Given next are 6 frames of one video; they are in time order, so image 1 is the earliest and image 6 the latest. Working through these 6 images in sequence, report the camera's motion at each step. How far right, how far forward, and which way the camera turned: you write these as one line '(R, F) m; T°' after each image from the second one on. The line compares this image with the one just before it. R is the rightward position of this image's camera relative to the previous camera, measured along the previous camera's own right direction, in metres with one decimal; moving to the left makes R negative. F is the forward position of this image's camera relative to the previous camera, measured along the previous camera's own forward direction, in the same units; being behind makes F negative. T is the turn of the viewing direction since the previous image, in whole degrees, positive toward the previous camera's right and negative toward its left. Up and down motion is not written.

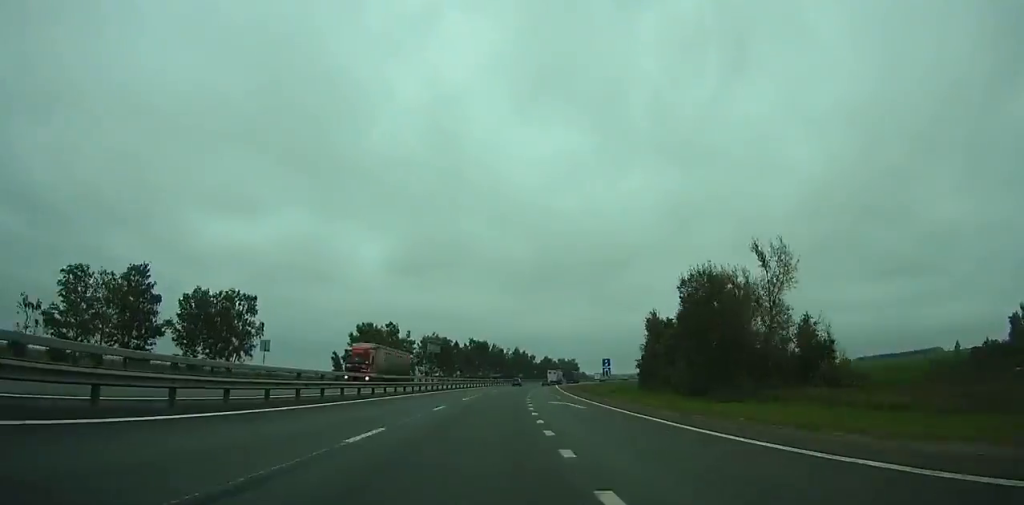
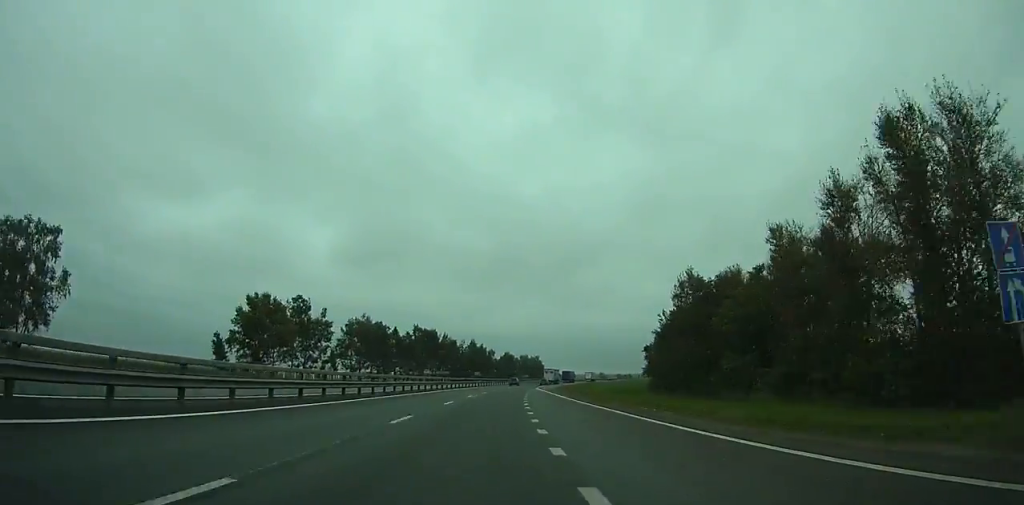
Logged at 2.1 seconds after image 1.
(+1.5, +55.1) m; +4°
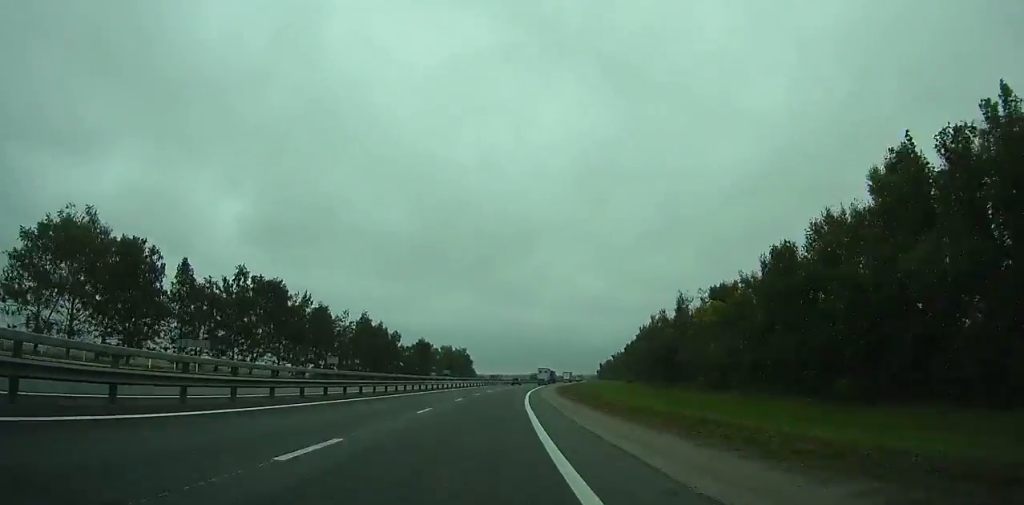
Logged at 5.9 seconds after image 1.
(+6.9, +99.6) m; +7°
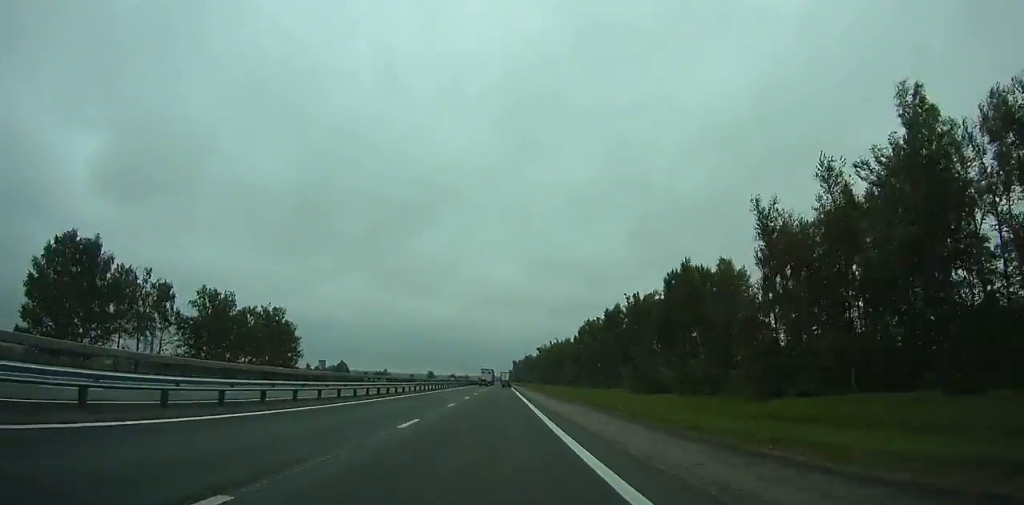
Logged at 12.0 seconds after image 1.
(+14.3, +161.1) m; +8°
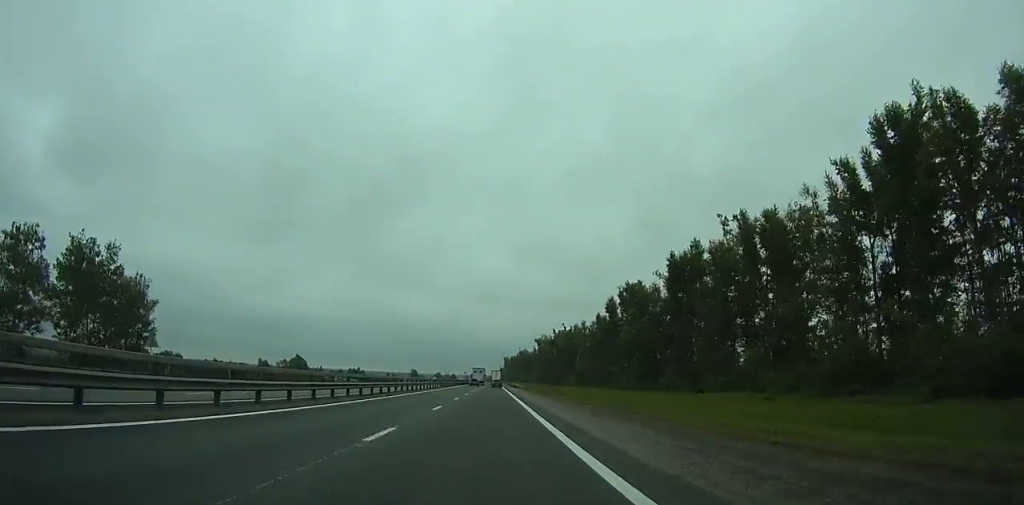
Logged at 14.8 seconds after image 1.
(+1.4, +74.8) m; +1°
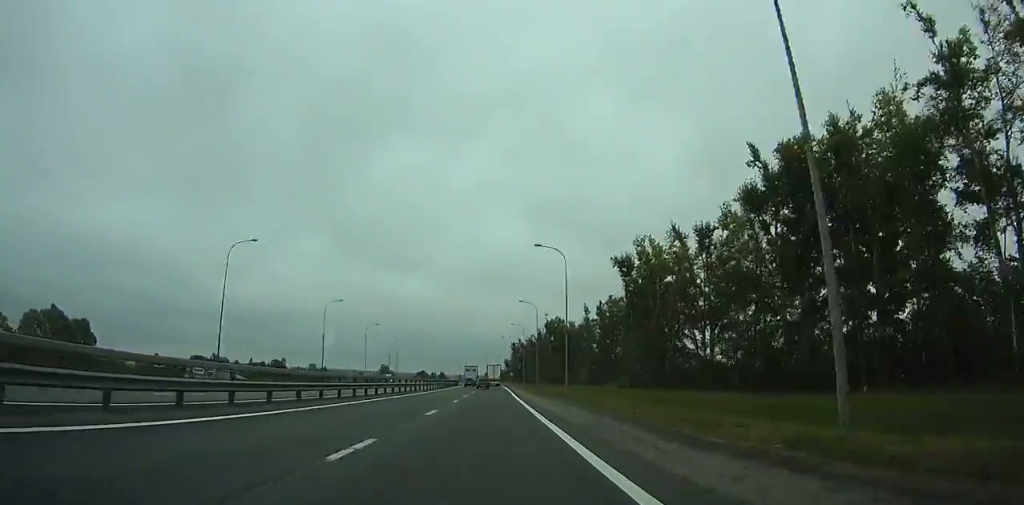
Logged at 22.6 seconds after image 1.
(+0.4, +206.8) m; -1°
